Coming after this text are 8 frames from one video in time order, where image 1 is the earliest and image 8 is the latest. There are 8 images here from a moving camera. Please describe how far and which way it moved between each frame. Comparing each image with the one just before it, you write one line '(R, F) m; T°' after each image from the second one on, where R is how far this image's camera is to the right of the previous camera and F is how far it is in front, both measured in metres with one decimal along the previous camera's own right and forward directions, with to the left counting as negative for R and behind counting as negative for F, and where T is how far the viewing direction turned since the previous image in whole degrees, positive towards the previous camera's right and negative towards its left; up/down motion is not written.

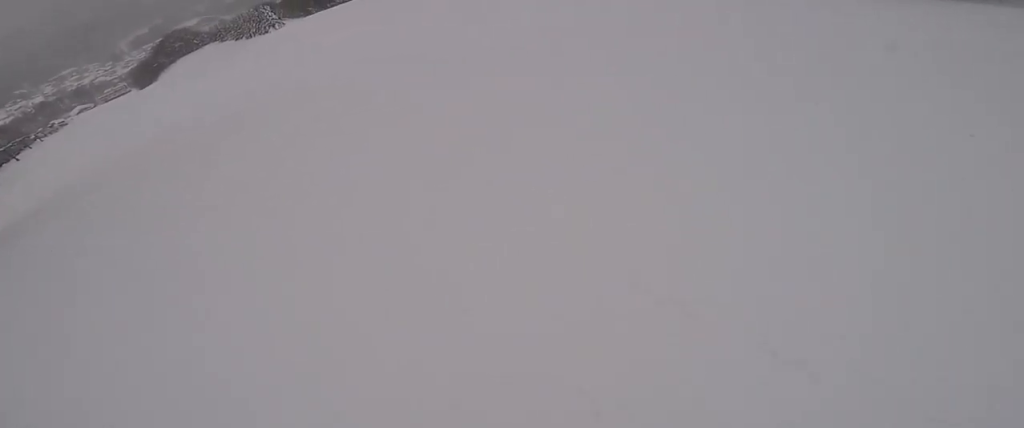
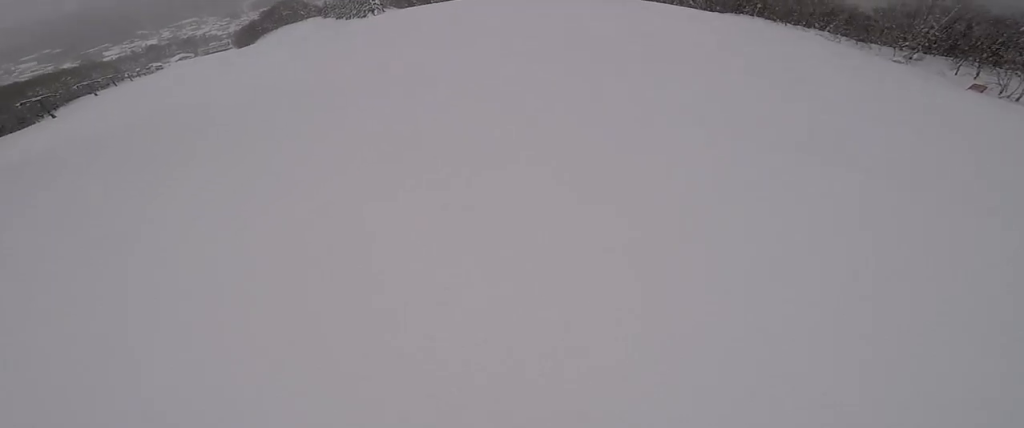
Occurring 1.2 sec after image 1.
(-0.1, +9.2) m; -7°
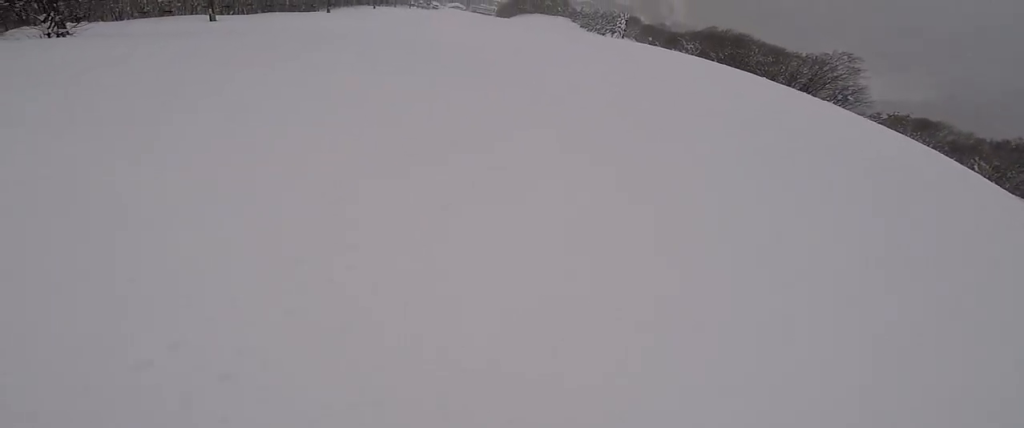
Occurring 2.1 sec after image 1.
(-0.8, +7.8) m; -20°
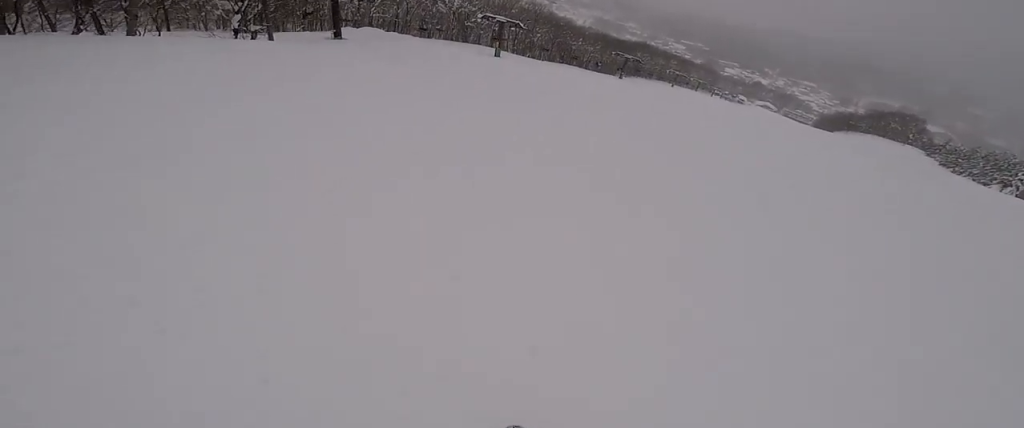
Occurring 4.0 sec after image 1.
(-6.0, +15.2) m; -29°
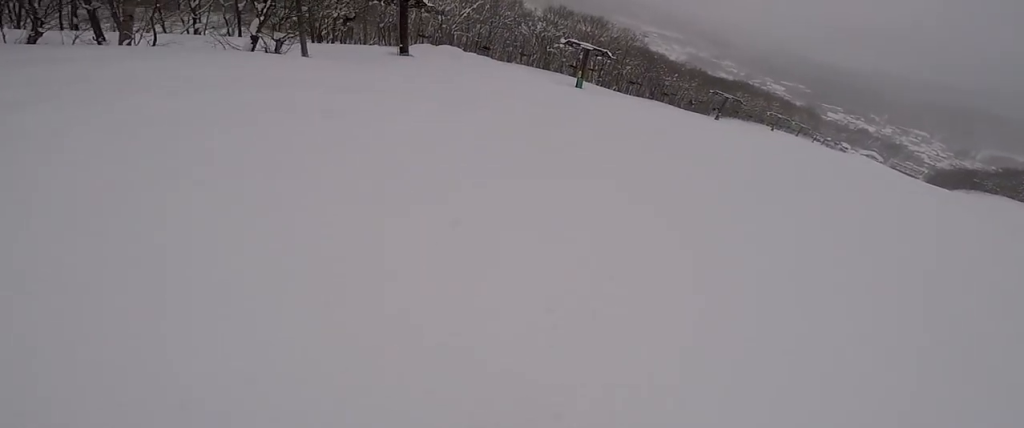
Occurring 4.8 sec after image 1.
(+0.4, +7.0) m; -1°
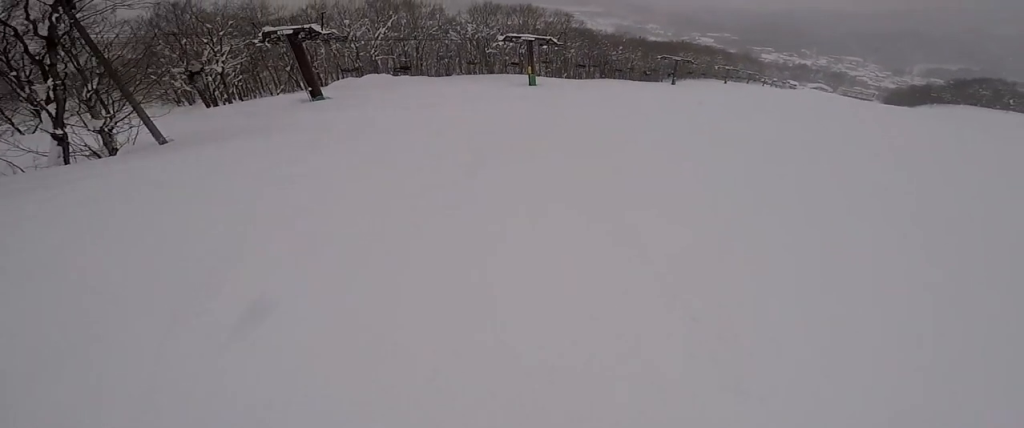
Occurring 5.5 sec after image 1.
(-1.3, +6.5) m; +4°
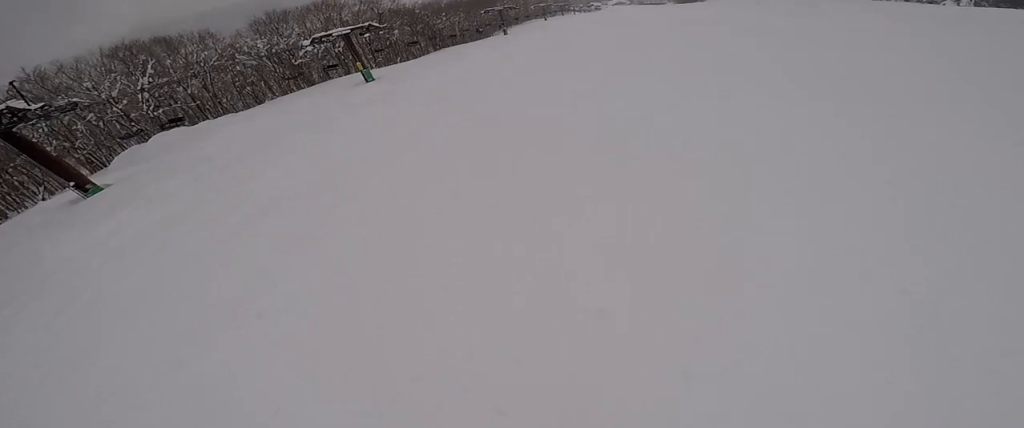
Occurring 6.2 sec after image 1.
(+1.3, +5.6) m; +19°
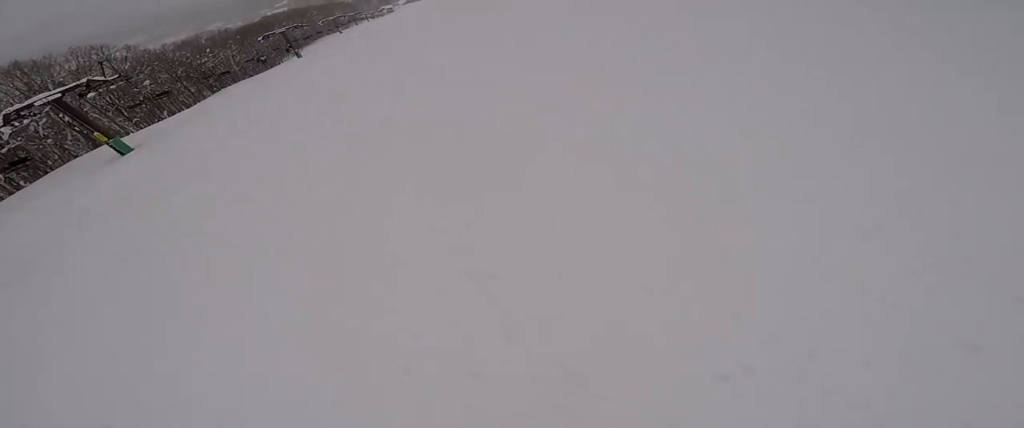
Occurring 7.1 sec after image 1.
(+2.3, +8.3) m; +24°
